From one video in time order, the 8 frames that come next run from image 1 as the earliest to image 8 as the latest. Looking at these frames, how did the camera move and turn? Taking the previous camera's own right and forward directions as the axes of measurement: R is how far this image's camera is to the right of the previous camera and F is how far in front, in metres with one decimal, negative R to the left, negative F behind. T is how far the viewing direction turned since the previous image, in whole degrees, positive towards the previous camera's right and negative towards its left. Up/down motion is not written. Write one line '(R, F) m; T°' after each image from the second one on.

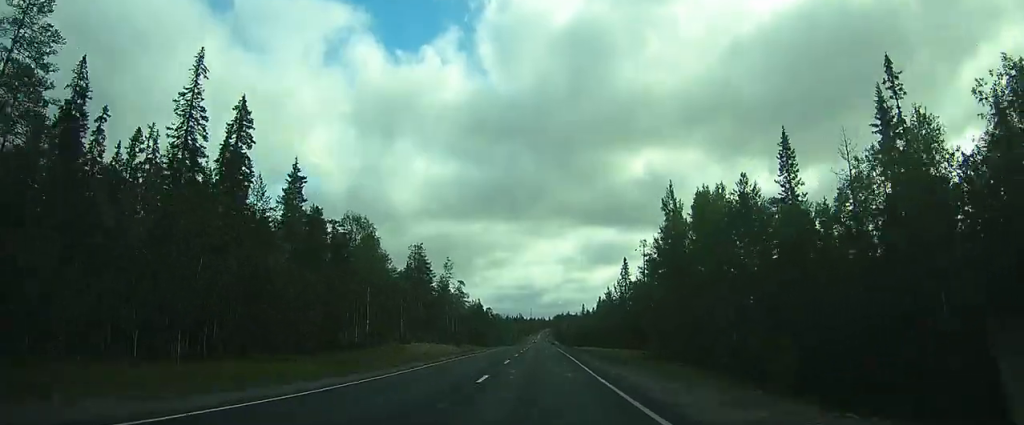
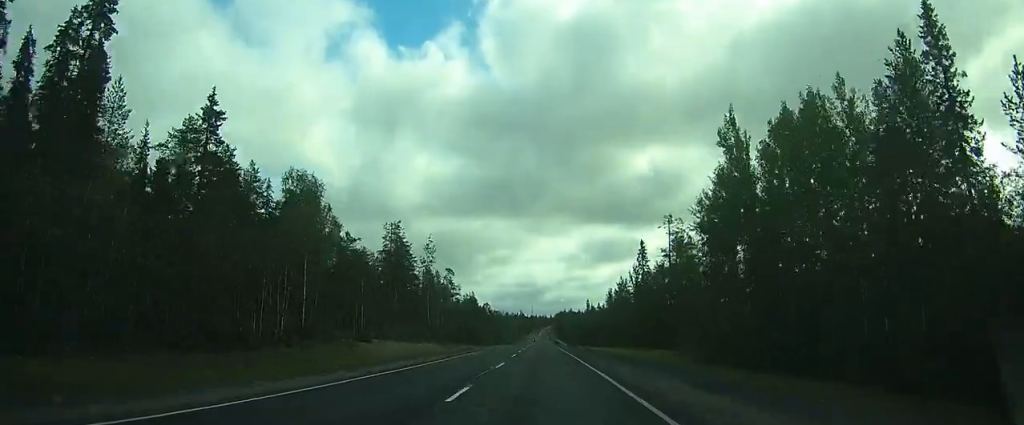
(+0.1, +16.7) m; +2°
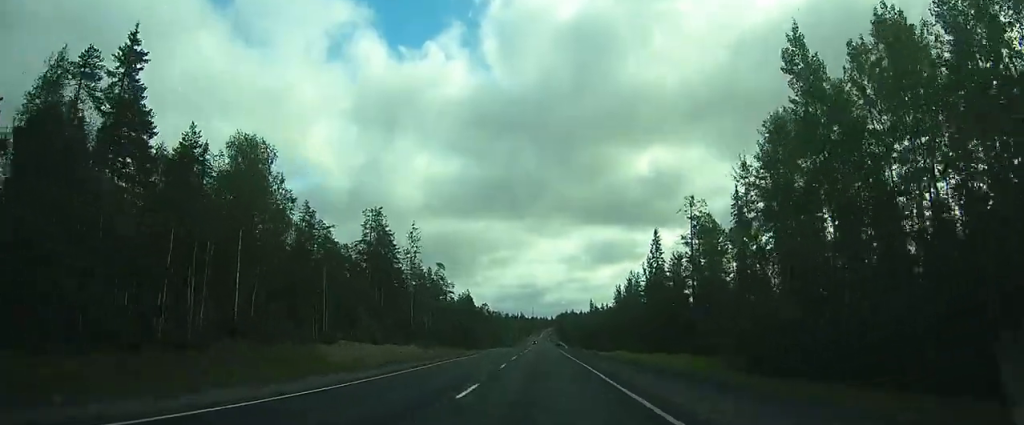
(+0.3, +10.1) m; +1°
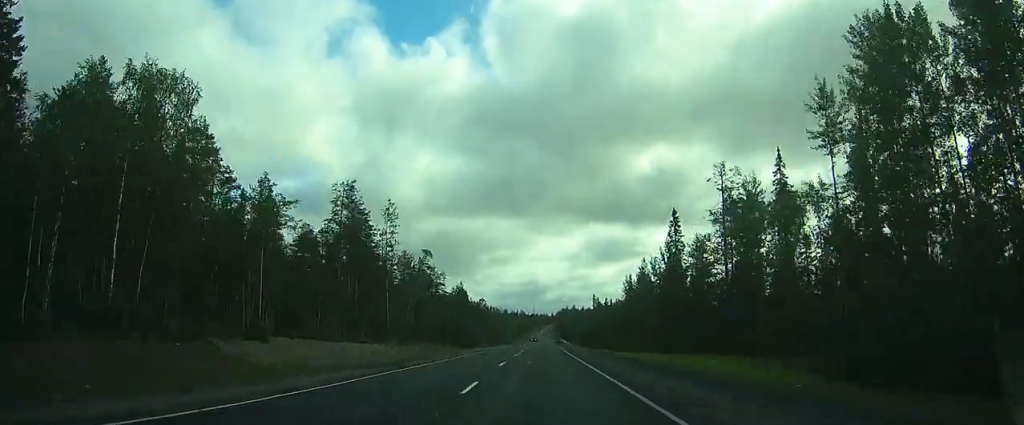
(+0.3, +10.8) m; +1°
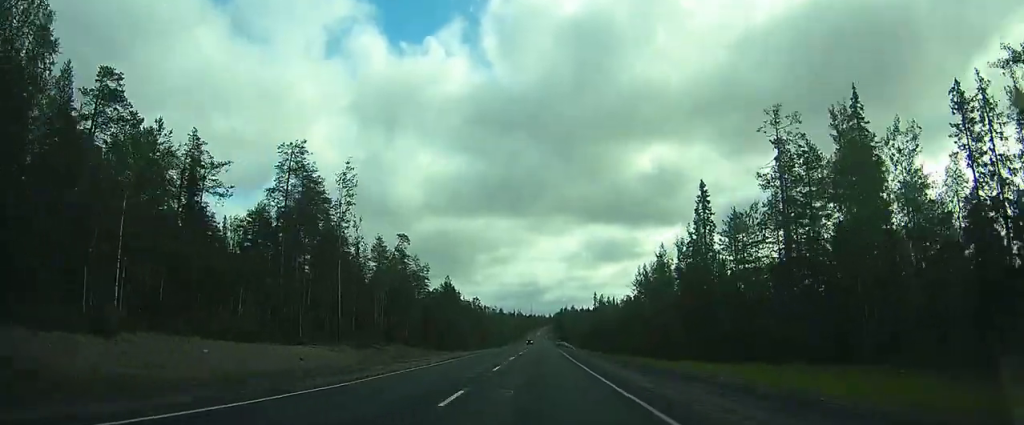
(-0.2, +13.0) m; 0°
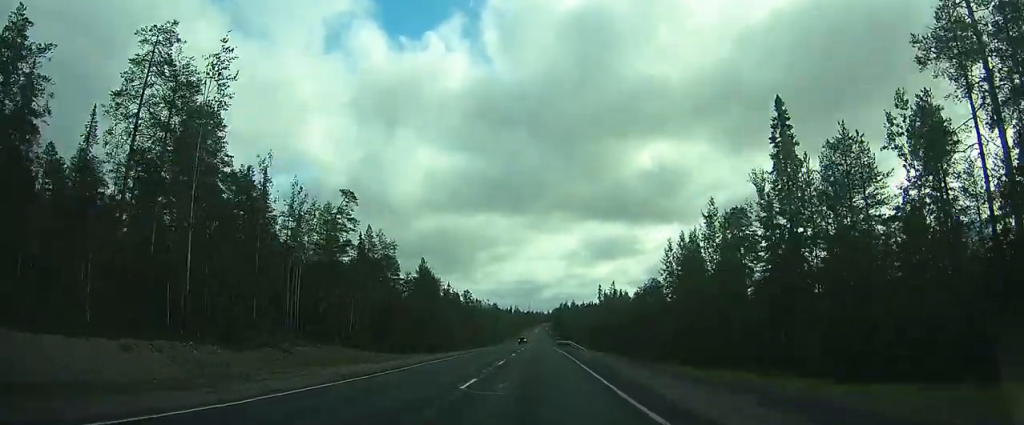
(-0.1, +19.7) m; -1°
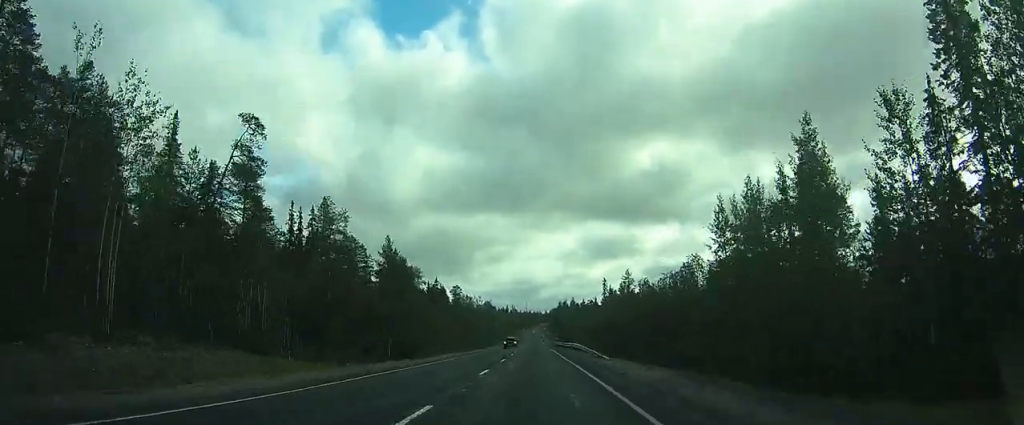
(-0.1, +17.7) m; -1°
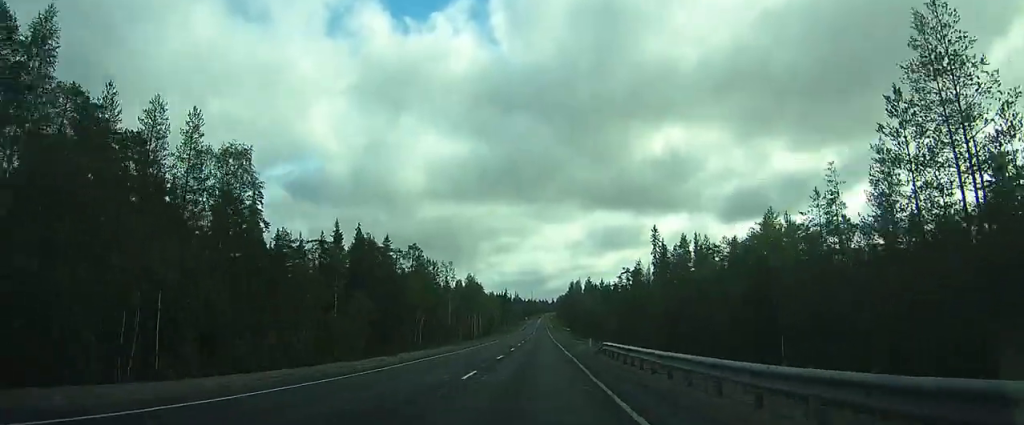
(-0.7, +62.5) m; -1°
